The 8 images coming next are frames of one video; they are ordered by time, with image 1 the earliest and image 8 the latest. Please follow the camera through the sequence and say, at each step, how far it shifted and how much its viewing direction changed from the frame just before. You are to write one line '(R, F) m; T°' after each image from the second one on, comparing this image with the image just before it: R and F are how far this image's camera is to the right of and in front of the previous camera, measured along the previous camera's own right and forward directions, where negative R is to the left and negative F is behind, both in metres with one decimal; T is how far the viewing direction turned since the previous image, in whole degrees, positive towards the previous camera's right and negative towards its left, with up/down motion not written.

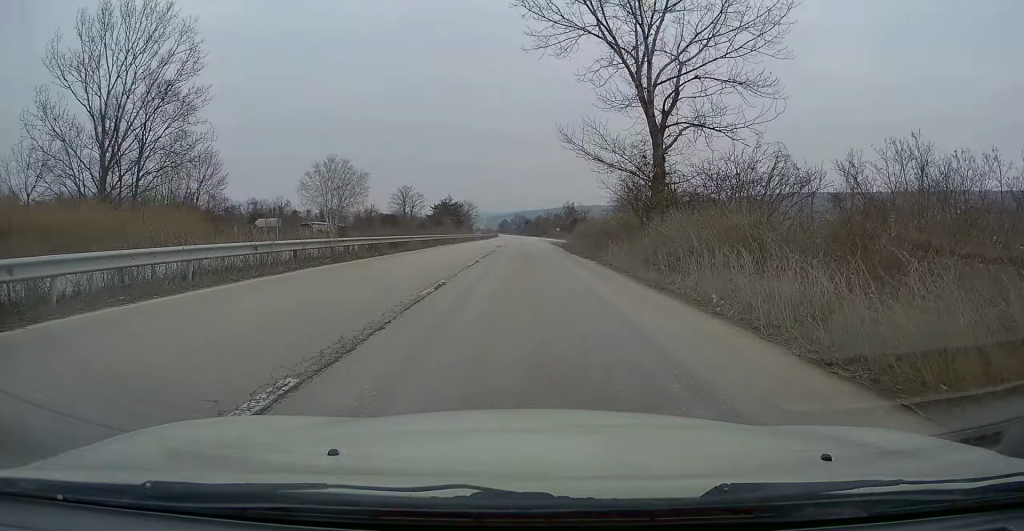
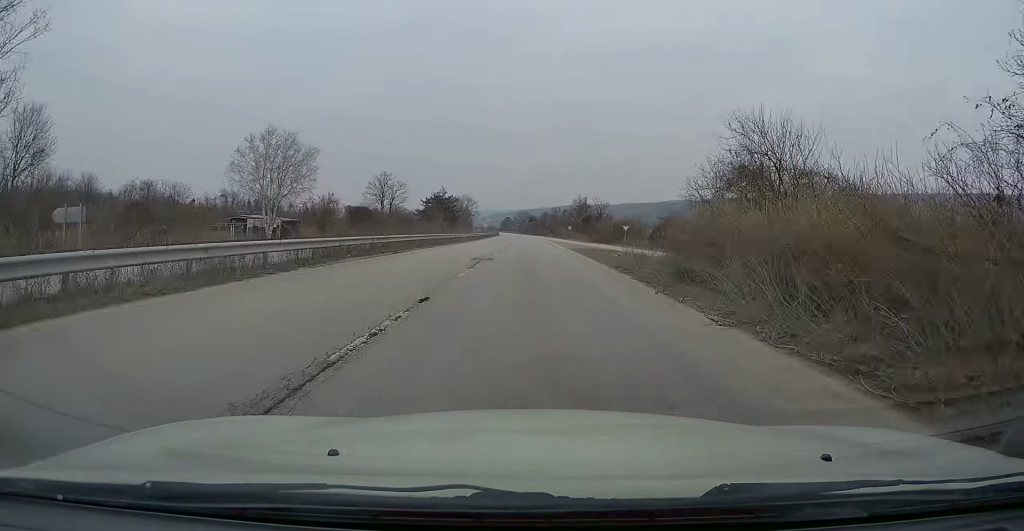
(0.0, +23.3) m; 0°
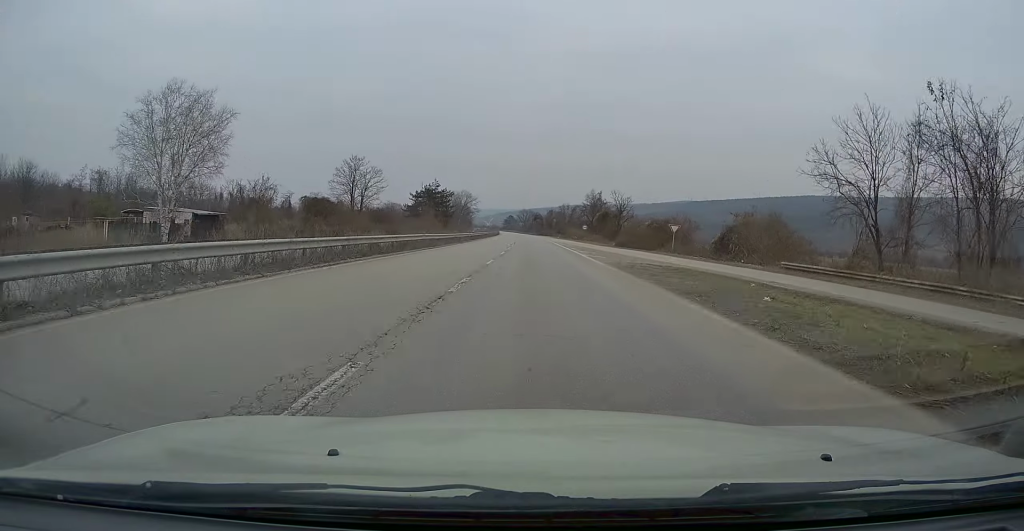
(0.0, +20.6) m; 0°
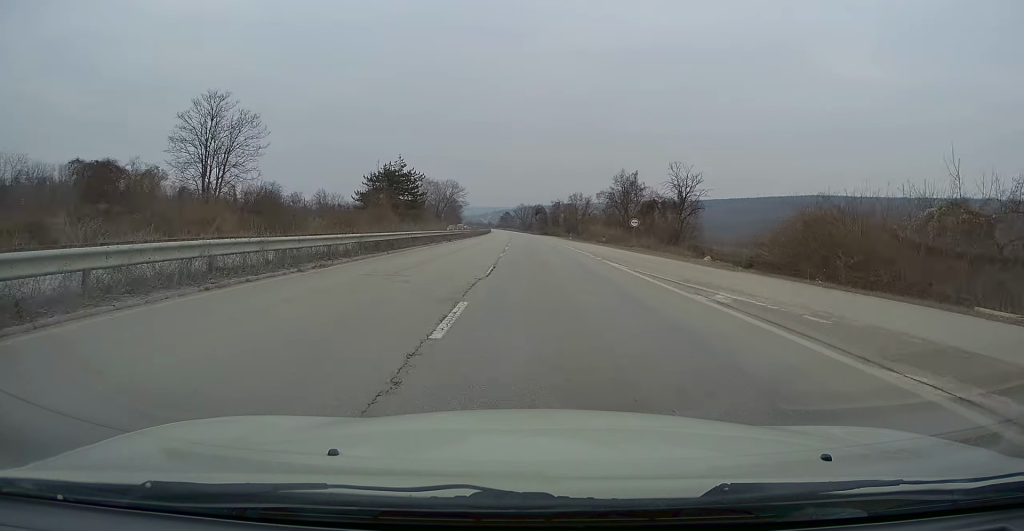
(0.0, +40.3) m; 0°
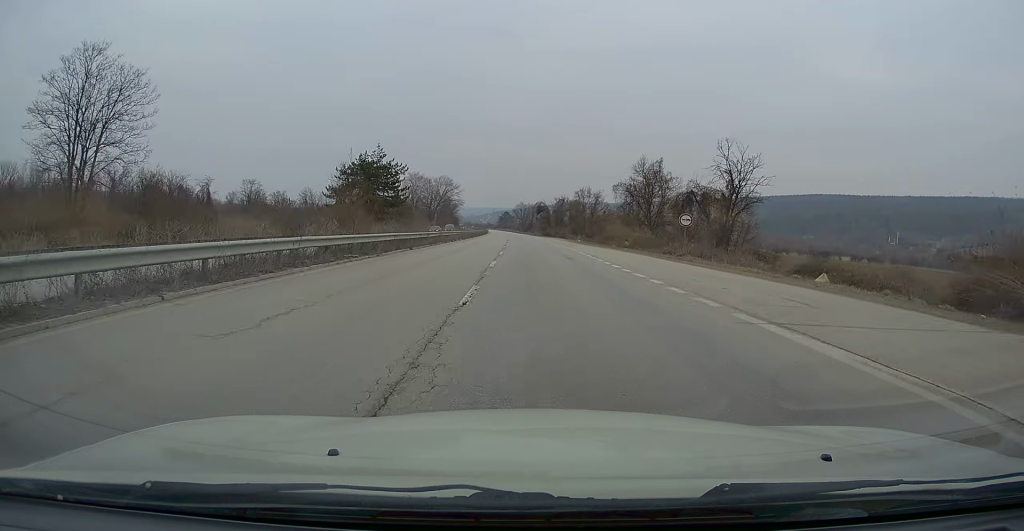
(0.0, +15.2) m; 0°
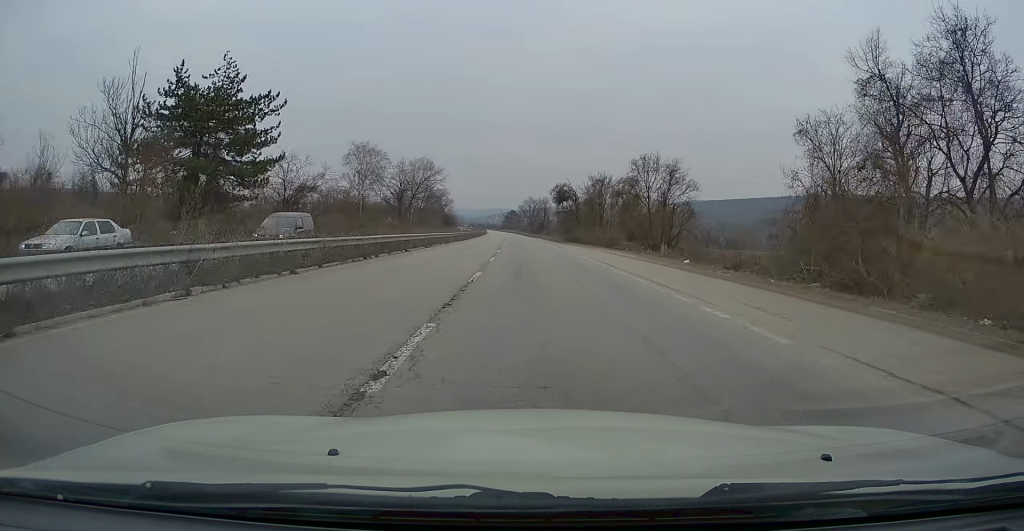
(-0.8, +49.2) m; -1°
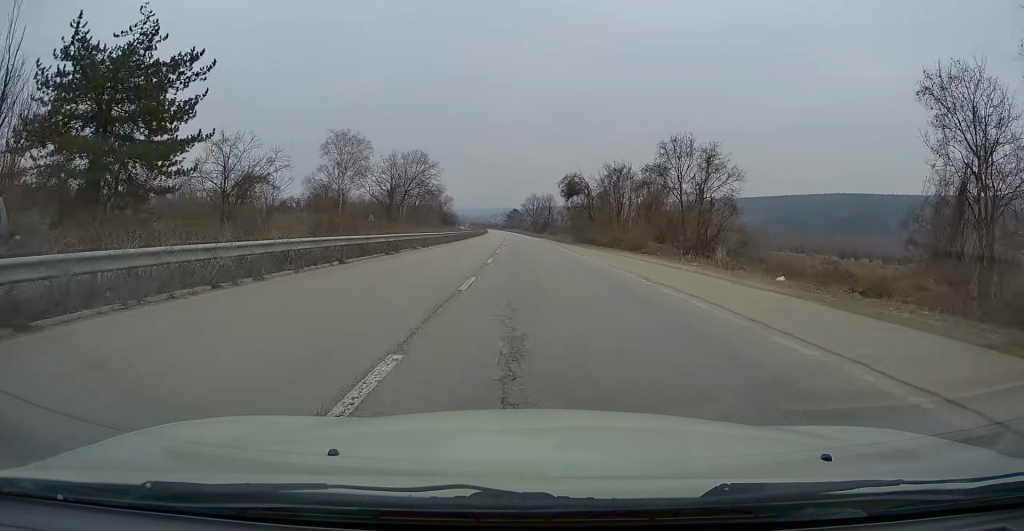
(0.0, +10.8) m; 0°
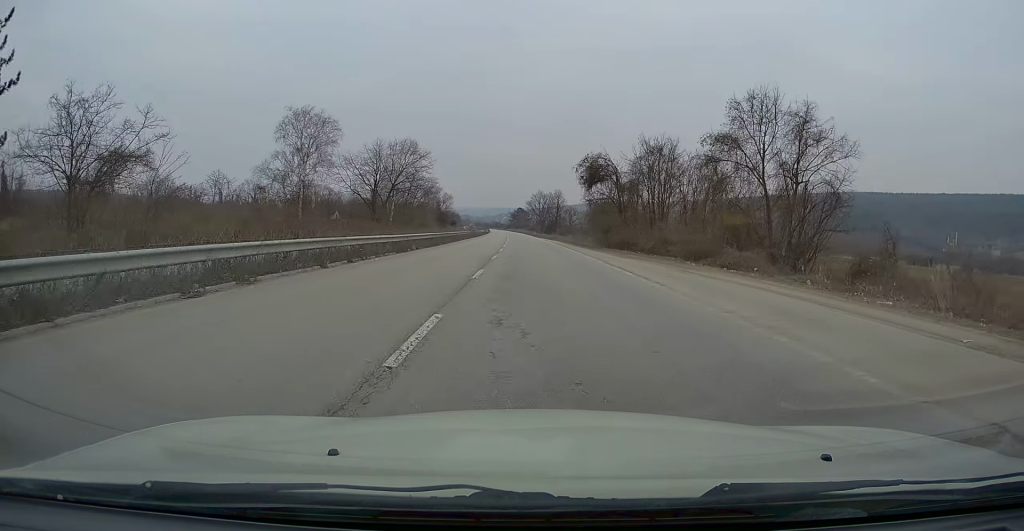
(+0.2, +15.3) m; 0°
